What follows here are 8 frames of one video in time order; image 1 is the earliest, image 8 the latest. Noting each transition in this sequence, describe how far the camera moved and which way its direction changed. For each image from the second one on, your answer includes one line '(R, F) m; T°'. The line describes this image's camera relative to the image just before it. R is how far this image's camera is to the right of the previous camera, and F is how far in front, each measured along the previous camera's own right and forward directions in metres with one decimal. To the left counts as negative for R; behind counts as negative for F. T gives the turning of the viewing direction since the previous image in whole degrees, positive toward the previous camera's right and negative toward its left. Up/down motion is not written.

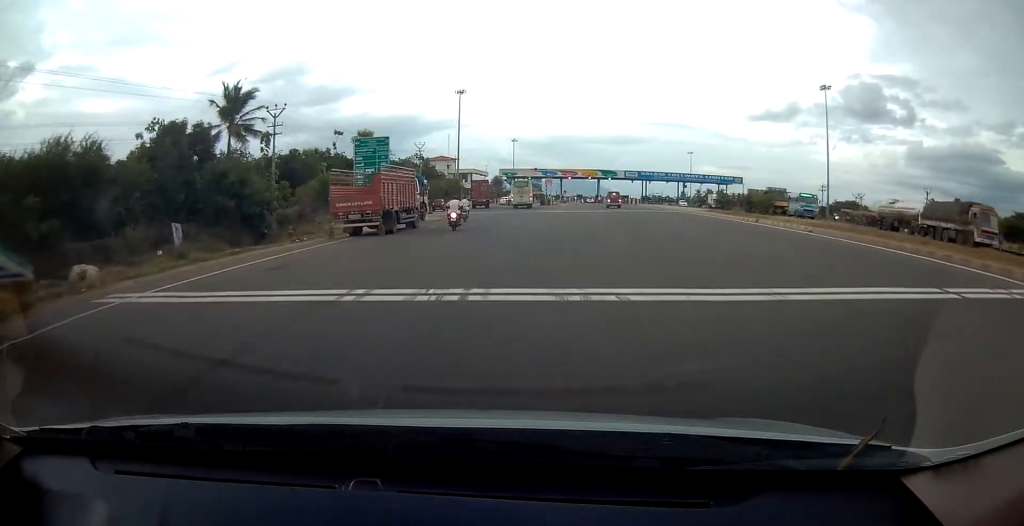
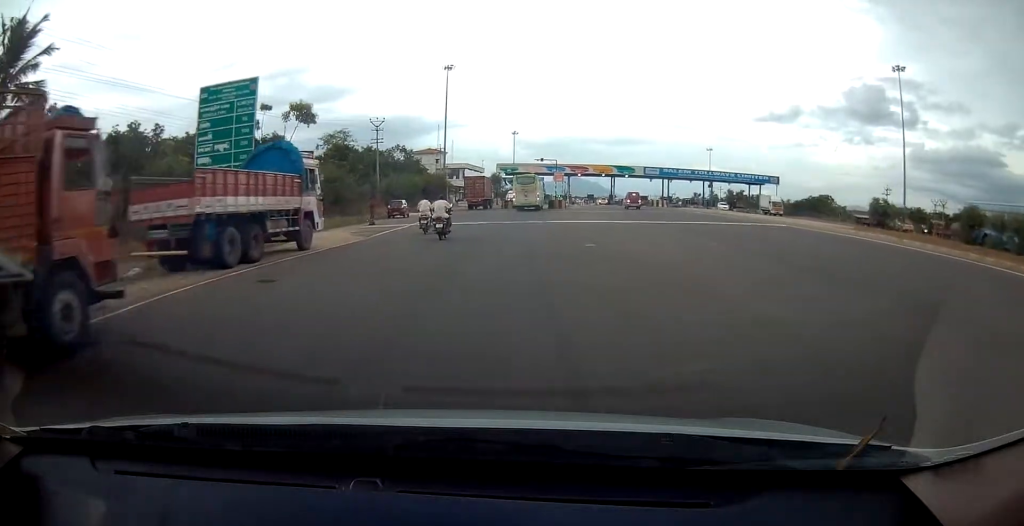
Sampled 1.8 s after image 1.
(-0.5, +24.9) m; -1°
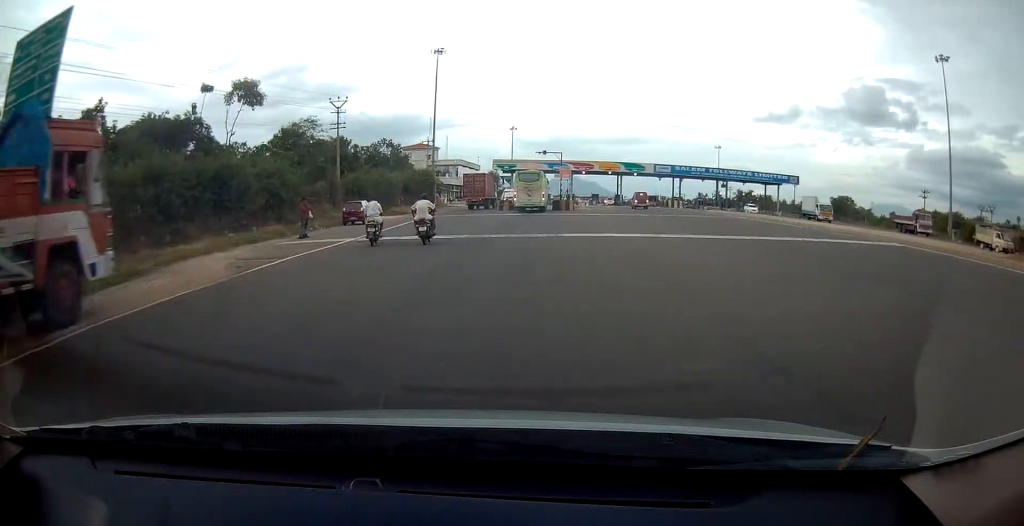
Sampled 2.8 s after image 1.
(0.0, +11.9) m; +1°
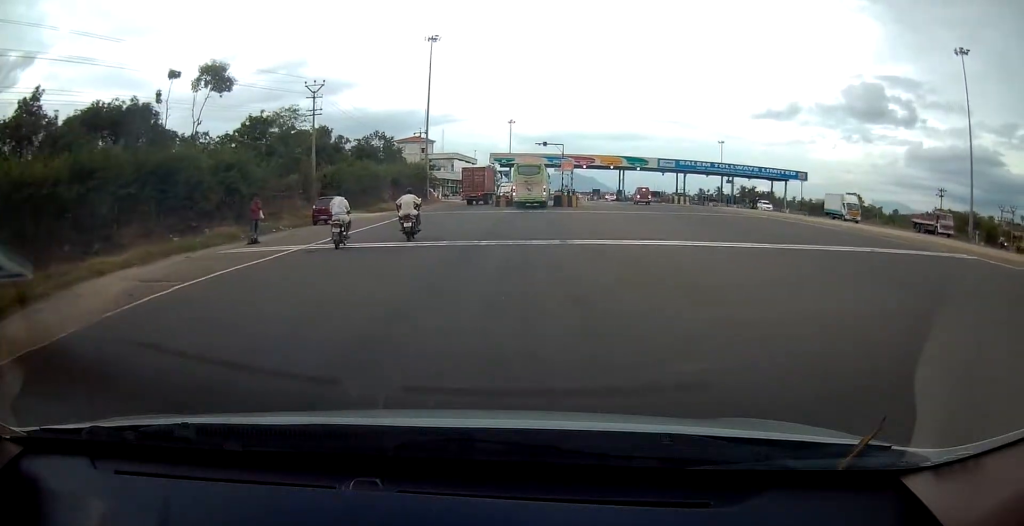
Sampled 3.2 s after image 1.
(0.0, +5.1) m; +1°
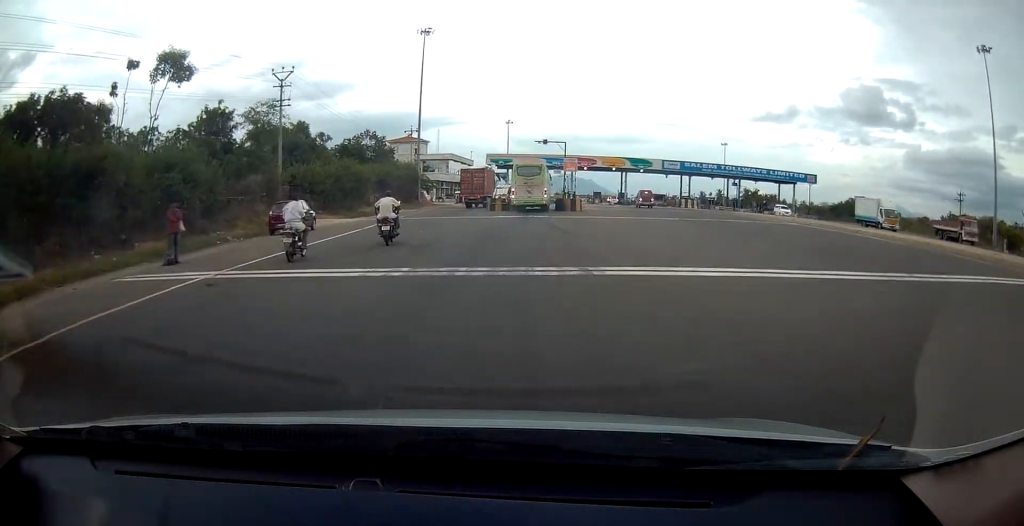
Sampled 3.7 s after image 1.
(+0.1, +5.4) m; 0°
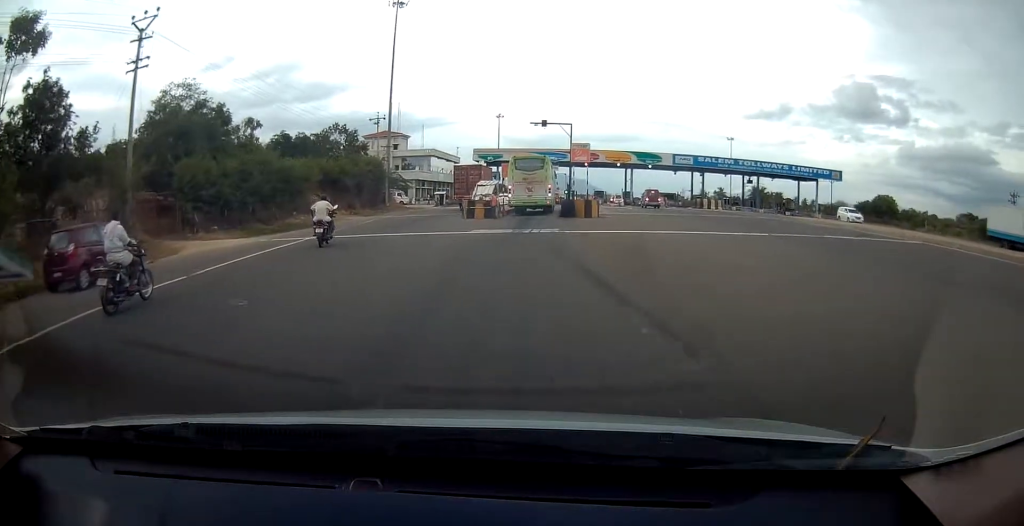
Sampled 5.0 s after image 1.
(+0.1, +14.7) m; 0°
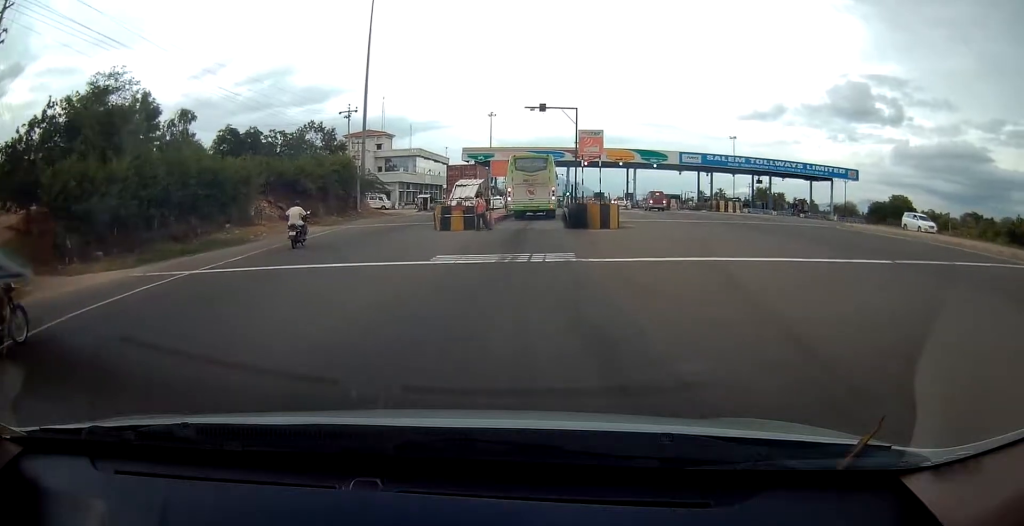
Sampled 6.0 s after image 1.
(0.0, +8.8) m; +1°
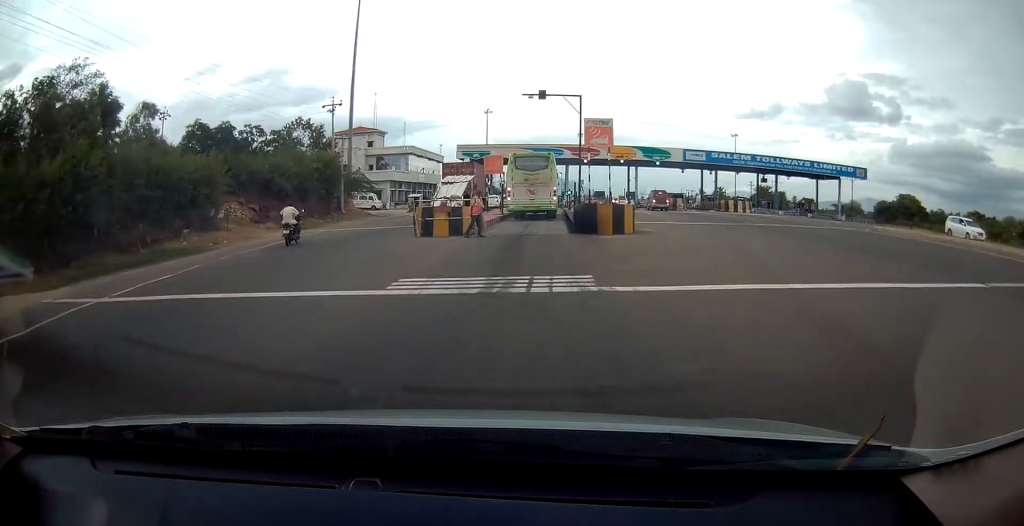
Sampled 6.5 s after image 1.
(0.0, +4.0) m; +1°
